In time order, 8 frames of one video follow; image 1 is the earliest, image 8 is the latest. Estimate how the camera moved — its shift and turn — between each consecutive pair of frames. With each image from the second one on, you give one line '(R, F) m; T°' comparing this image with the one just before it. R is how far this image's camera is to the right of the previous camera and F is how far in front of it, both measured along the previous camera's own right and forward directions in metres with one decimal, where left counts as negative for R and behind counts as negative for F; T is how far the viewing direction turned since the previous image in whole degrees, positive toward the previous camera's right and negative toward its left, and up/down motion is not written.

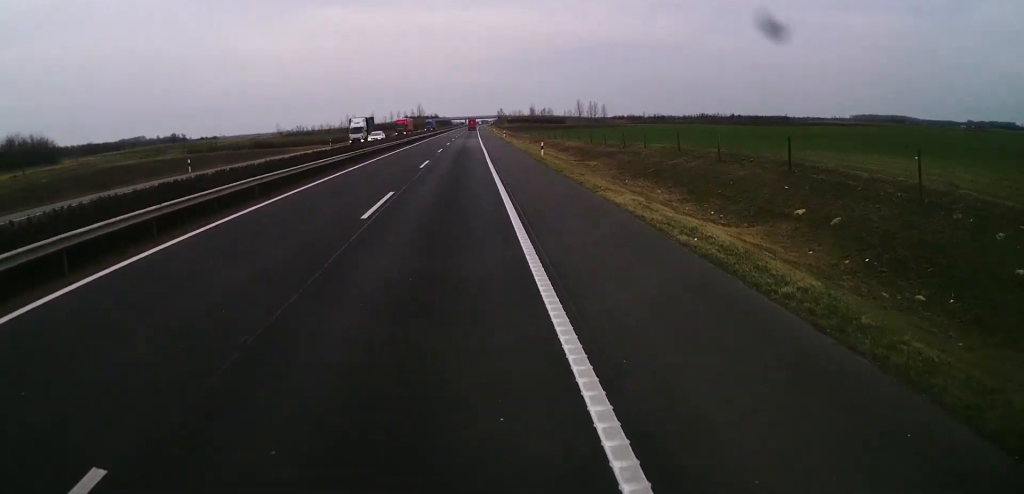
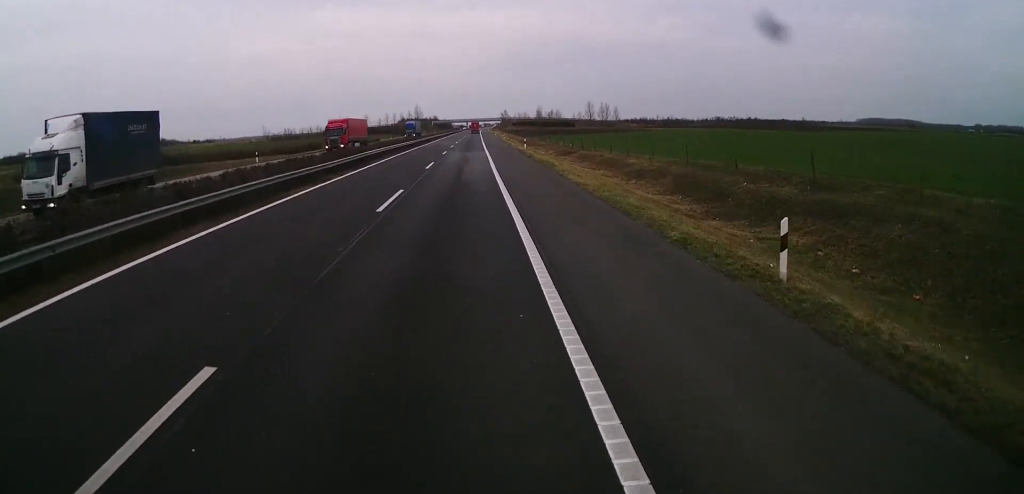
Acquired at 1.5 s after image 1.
(+0.4, +34.8) m; 0°
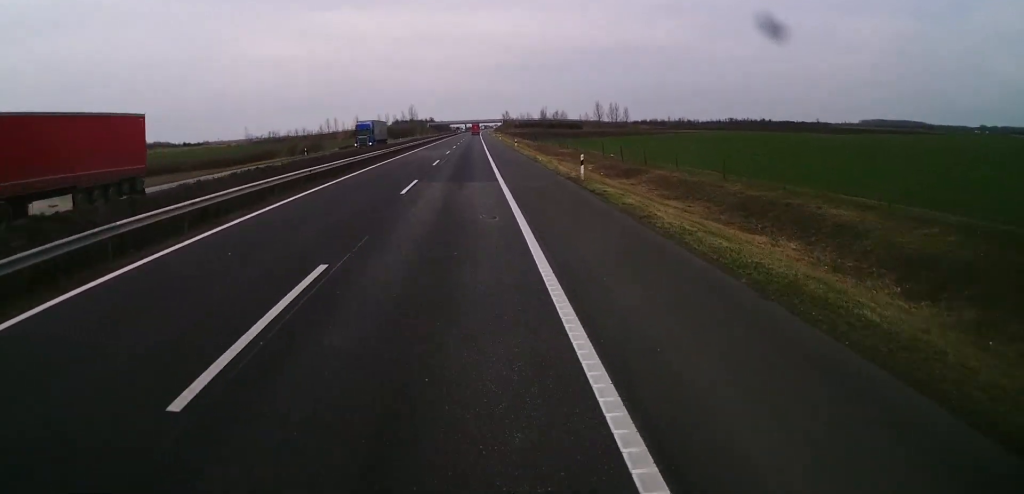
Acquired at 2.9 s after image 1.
(-0.3, +31.7) m; 0°
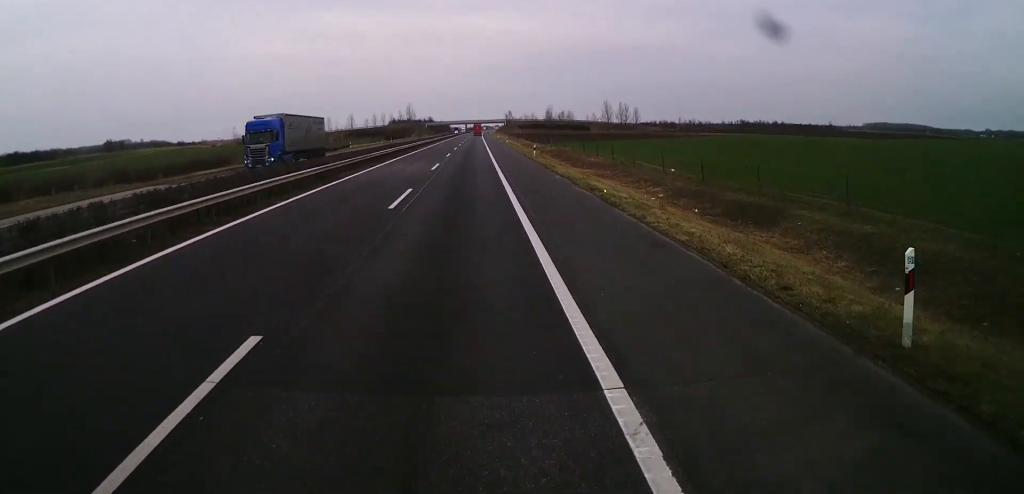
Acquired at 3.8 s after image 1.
(+0.2, +22.4) m; 0°
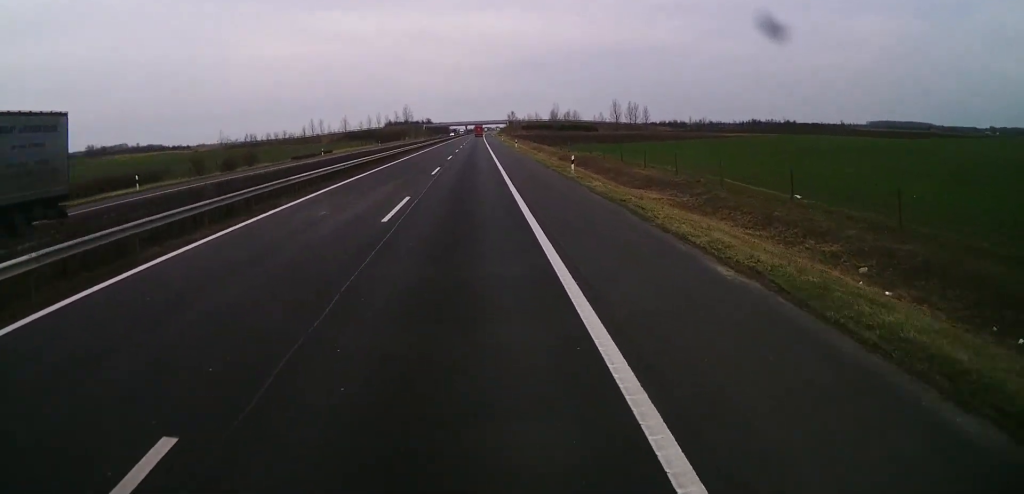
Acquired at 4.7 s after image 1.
(-0.1, +20.8) m; 0°
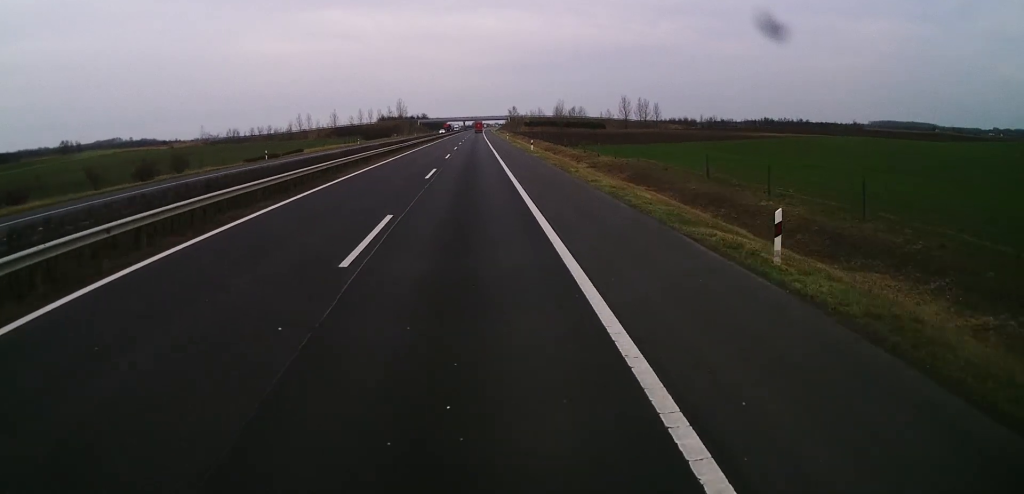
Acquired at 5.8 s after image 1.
(-0.1, +23.9) m; 0°
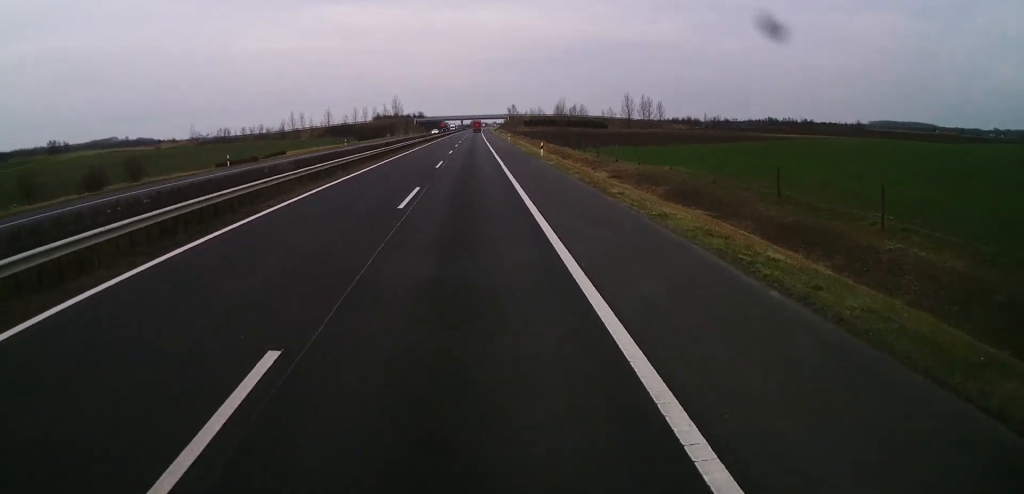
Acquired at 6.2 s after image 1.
(0.0, +10.0) m; 0°
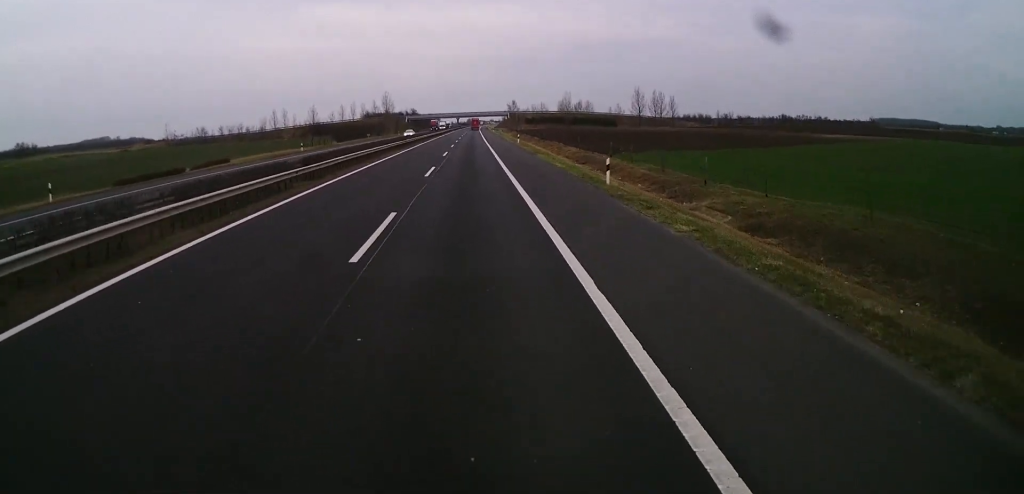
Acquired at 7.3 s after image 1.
(+0.2, +25.3) m; +1°
